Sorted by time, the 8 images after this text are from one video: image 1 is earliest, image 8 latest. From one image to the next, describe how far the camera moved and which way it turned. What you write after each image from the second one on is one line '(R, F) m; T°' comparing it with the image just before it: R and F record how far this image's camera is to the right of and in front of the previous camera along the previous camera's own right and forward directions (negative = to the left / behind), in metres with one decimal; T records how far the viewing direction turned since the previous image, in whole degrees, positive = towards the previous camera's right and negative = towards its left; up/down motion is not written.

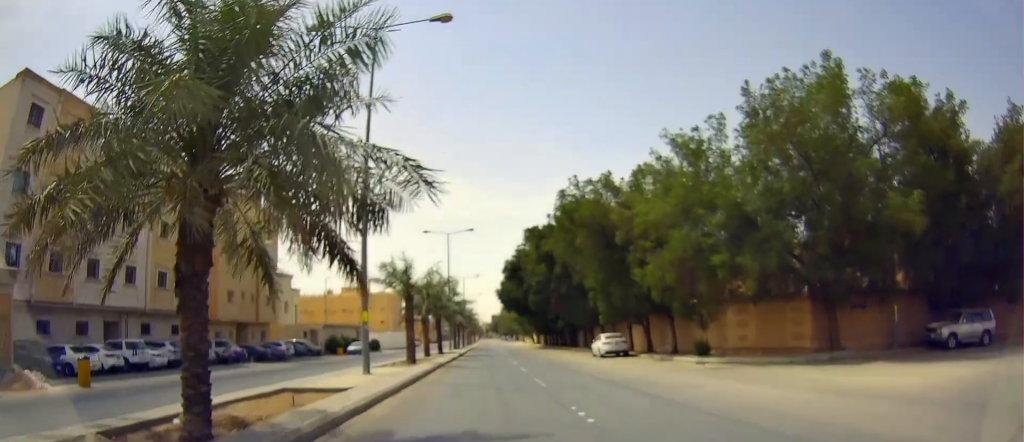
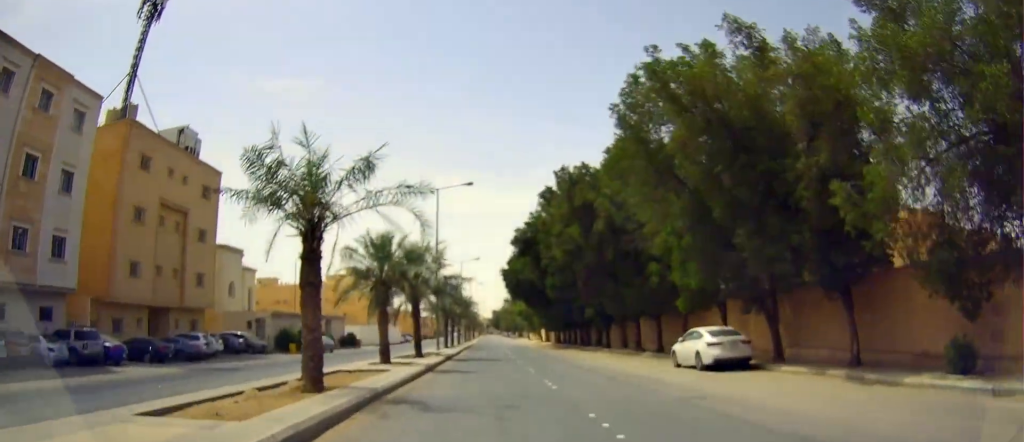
(+0.2, +17.3) m; -1°
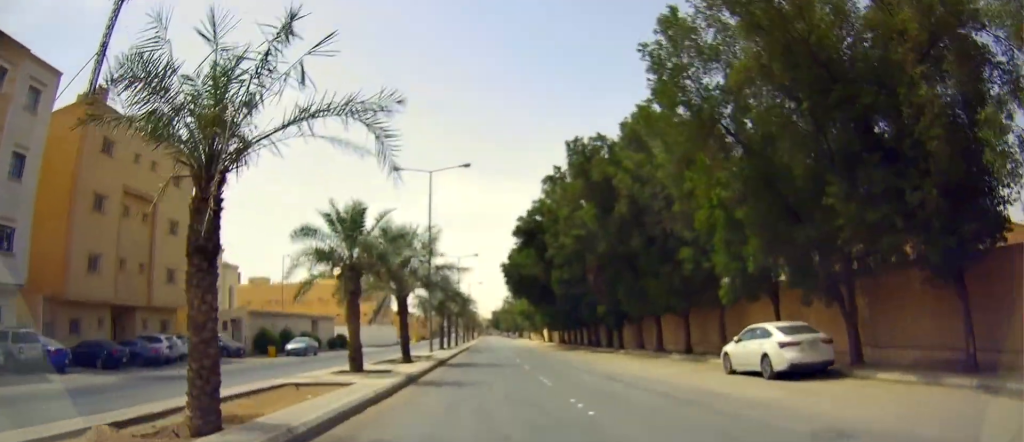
(+0.1, +5.0) m; +1°
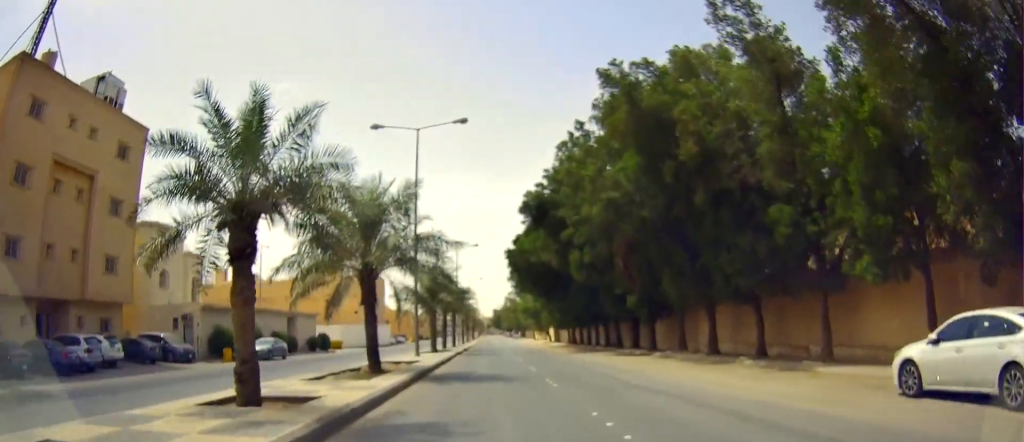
(0.0, +8.5) m; 0°
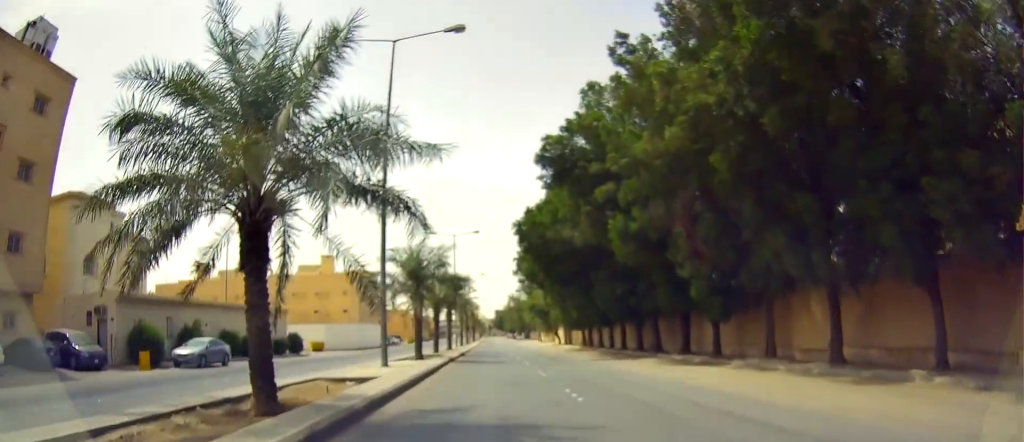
(-0.1, +10.5) m; -1°
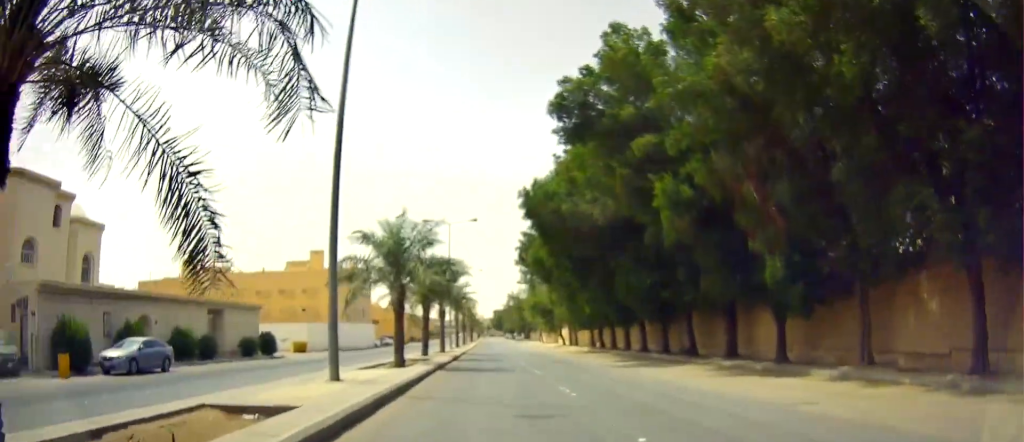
(0.0, +6.6) m; 0°
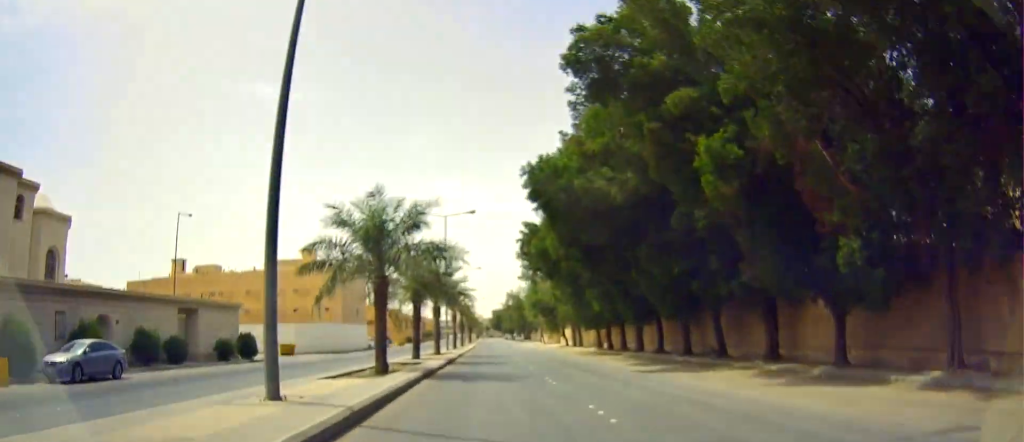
(0.0, +4.1) m; 0°
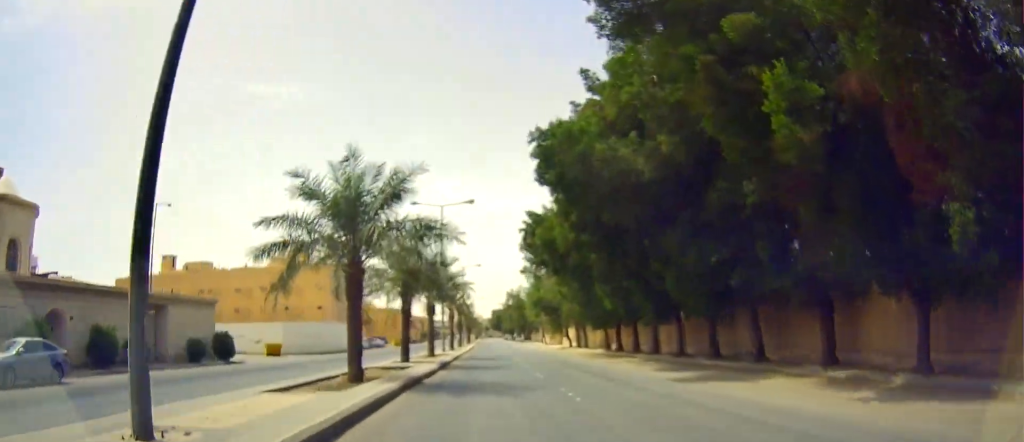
(0.0, +4.1) m; 0°
